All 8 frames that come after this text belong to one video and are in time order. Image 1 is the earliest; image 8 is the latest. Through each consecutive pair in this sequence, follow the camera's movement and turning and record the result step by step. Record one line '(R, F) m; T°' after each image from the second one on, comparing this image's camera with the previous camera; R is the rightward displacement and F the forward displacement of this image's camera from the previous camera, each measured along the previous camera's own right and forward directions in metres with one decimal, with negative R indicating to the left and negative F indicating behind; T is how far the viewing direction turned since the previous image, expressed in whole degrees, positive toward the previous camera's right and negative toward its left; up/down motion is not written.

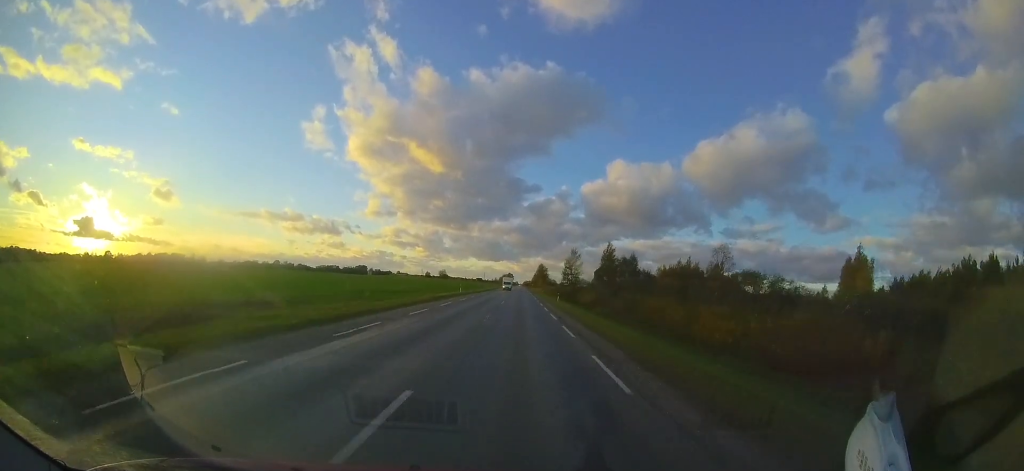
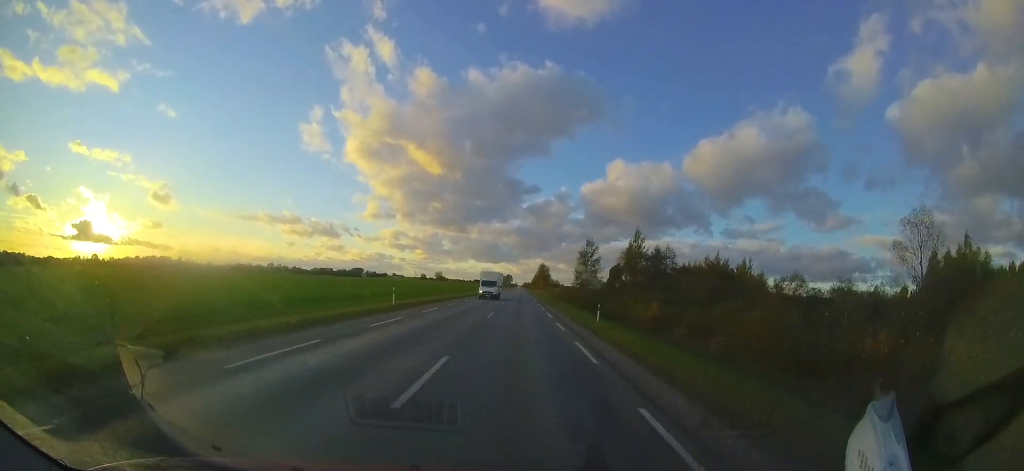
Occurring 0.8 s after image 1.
(+0.2, +21.5) m; +1°
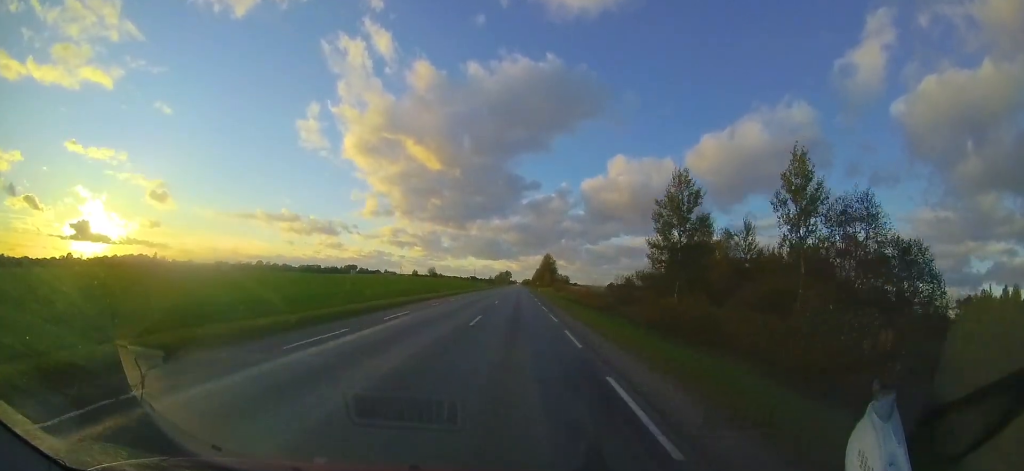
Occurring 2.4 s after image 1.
(+0.2, +41.0) m; 0°
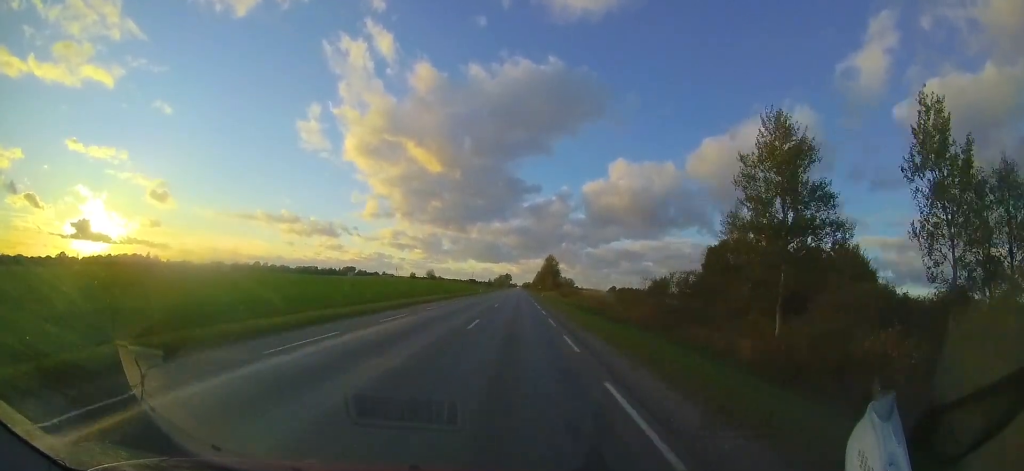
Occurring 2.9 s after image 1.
(-0.1, +11.6) m; 0°
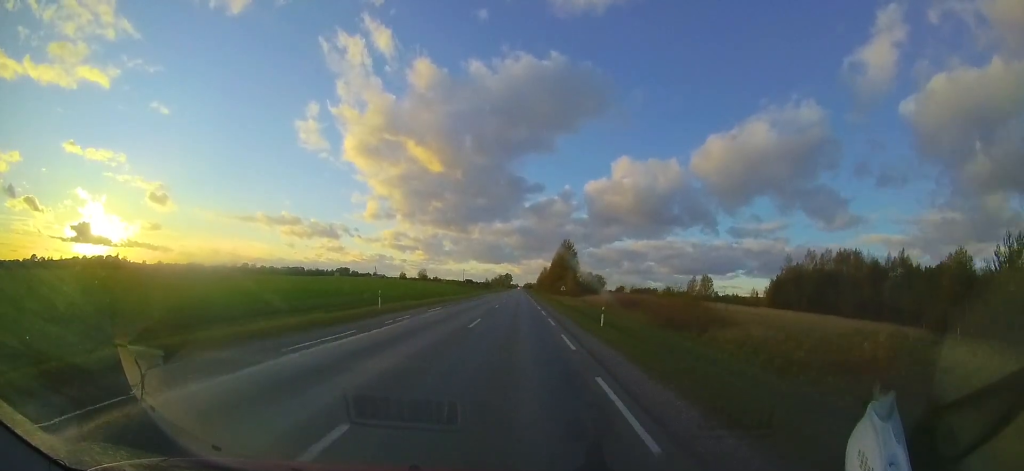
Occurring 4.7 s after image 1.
(-0.1, +47.0) m; 0°
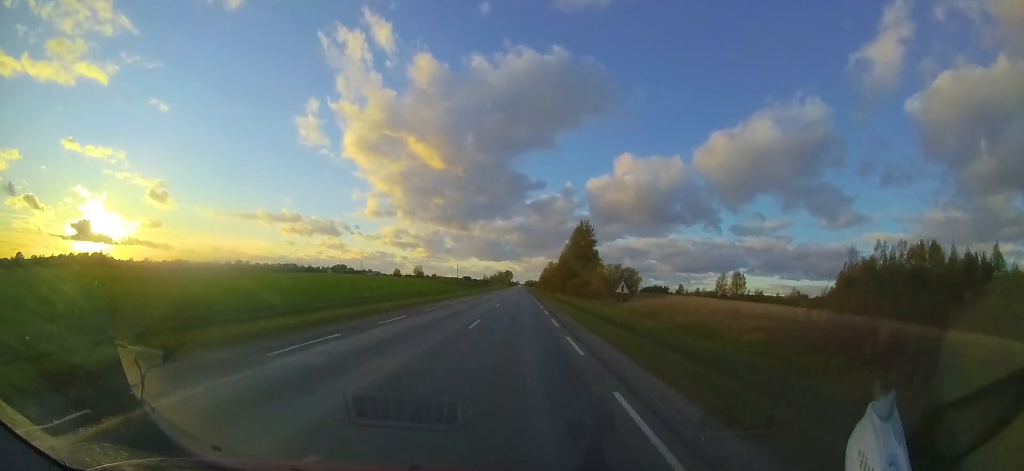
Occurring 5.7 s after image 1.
(+0.1, +25.1) m; 0°
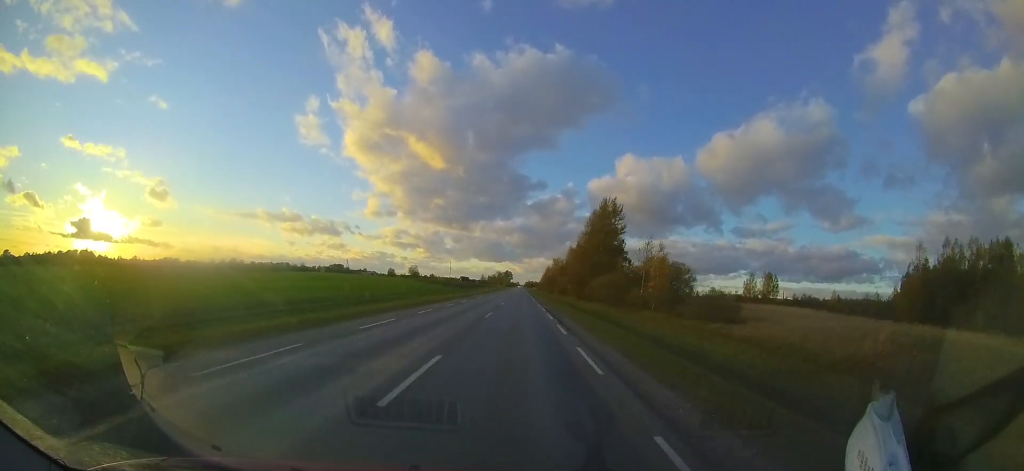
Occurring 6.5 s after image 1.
(0.0, +19.5) m; 0°
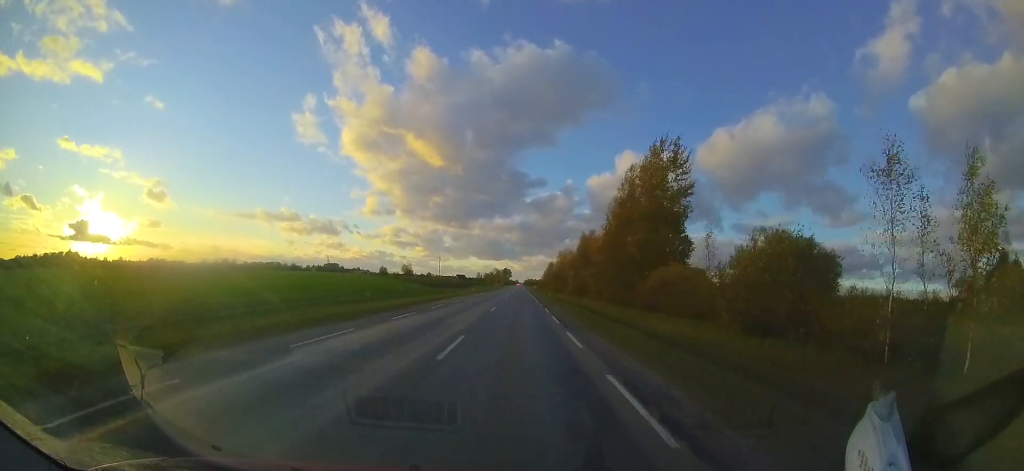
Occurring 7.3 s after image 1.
(+0.3, +21.2) m; 0°
